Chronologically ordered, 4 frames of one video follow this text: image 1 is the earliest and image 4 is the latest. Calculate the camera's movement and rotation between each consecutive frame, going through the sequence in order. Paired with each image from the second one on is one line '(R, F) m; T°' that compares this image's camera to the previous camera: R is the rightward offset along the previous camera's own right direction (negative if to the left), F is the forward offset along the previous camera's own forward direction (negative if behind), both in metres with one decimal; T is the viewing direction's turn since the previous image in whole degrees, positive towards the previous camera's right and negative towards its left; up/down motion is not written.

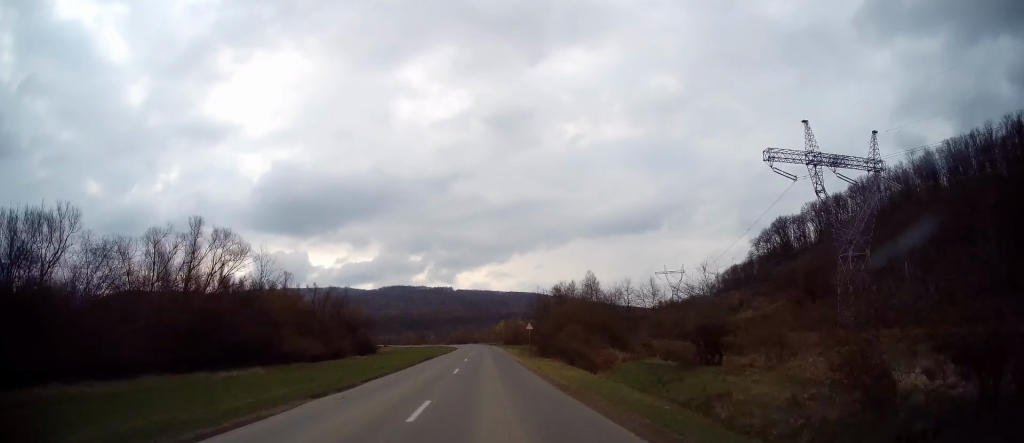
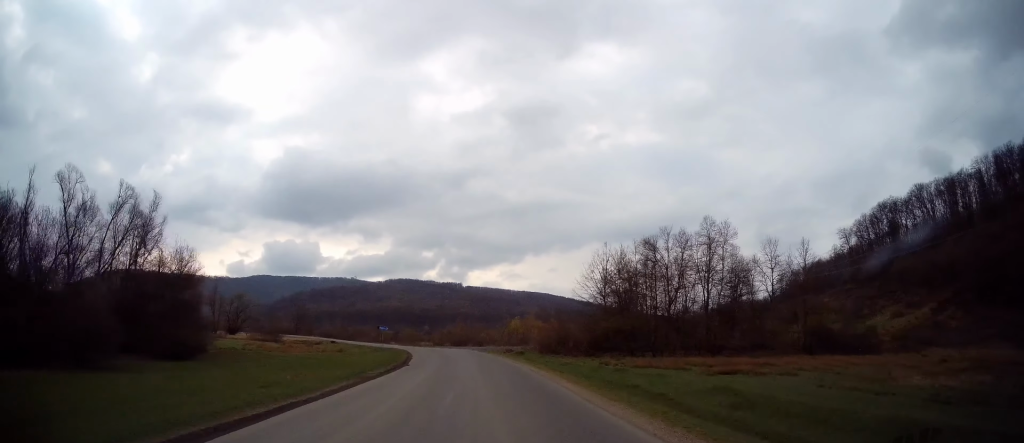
(-0.7, +70.7) m; 0°
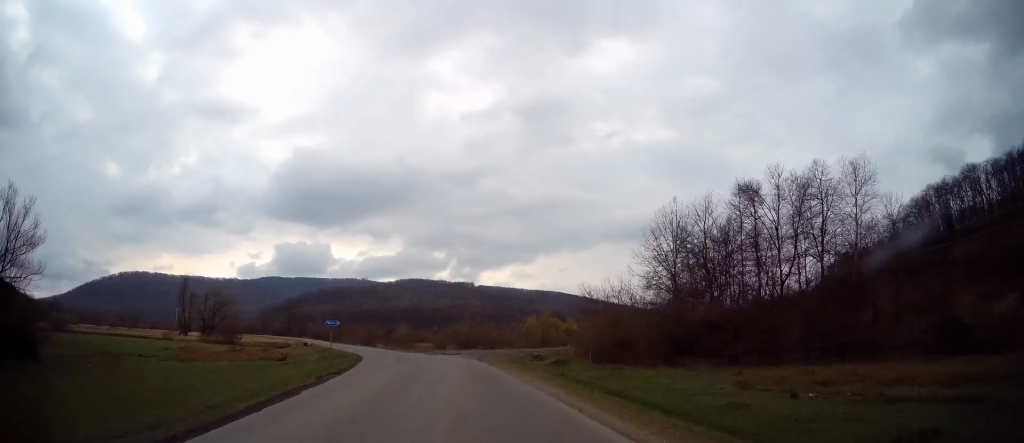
(+0.1, +23.3) m; -3°
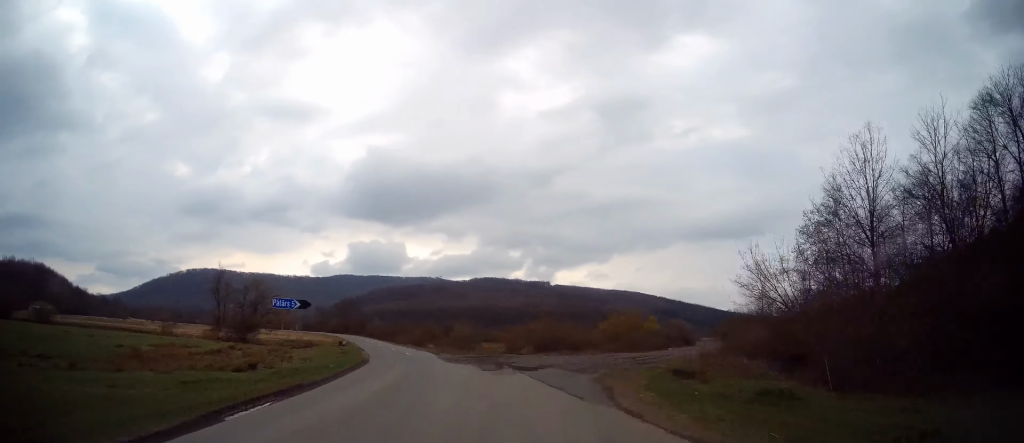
(-1.1, +19.3) m; -7°
